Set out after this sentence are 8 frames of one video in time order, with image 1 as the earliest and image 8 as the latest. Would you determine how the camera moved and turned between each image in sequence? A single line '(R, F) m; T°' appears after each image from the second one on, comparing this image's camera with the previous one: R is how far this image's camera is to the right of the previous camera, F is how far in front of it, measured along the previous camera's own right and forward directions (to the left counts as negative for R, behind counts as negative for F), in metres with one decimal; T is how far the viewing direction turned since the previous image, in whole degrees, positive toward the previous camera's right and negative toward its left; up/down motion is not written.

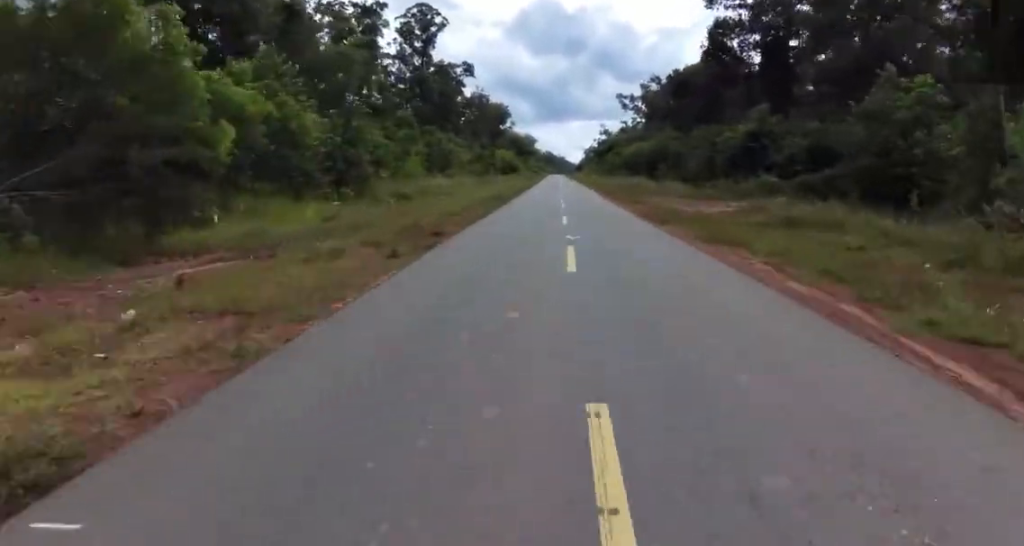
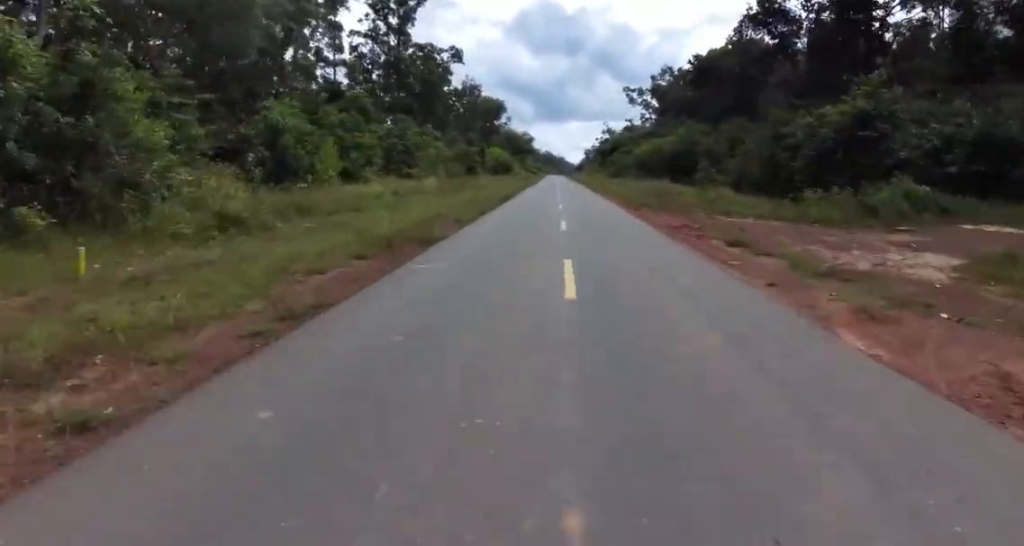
(-0.2, +18.9) m; -1°
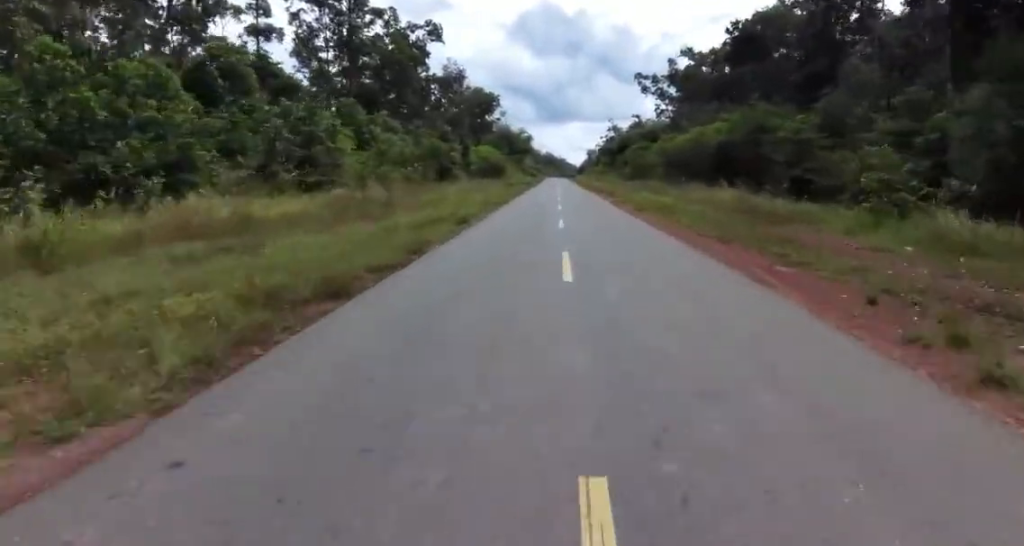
(0.0, +23.5) m; 0°
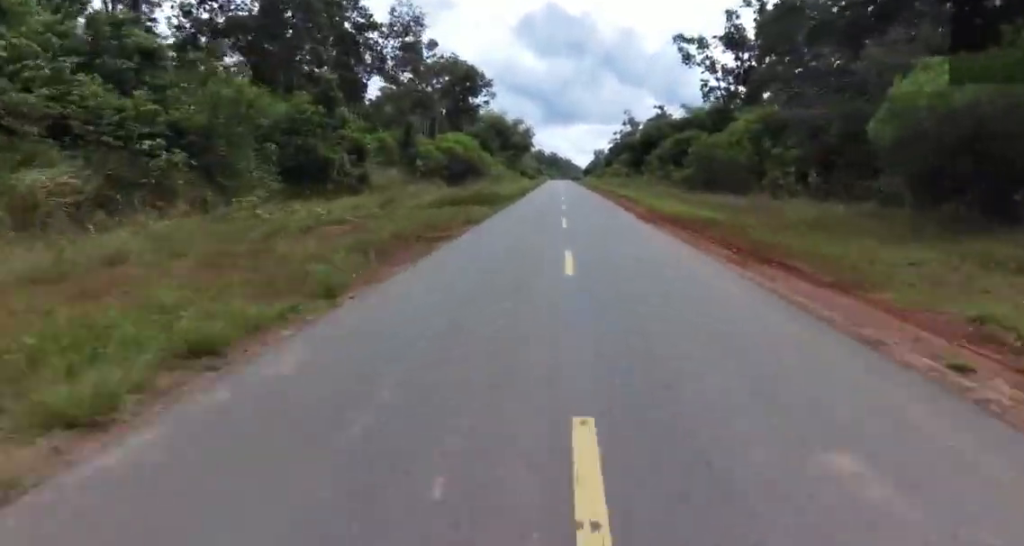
(-1.0, +41.6) m; -2°
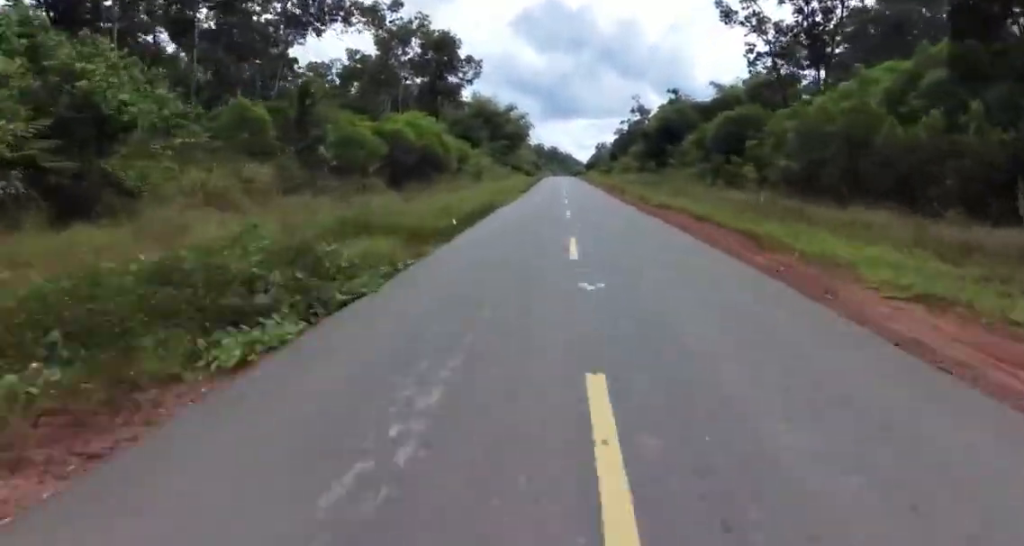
(-0.1, +23.7) m; +1°
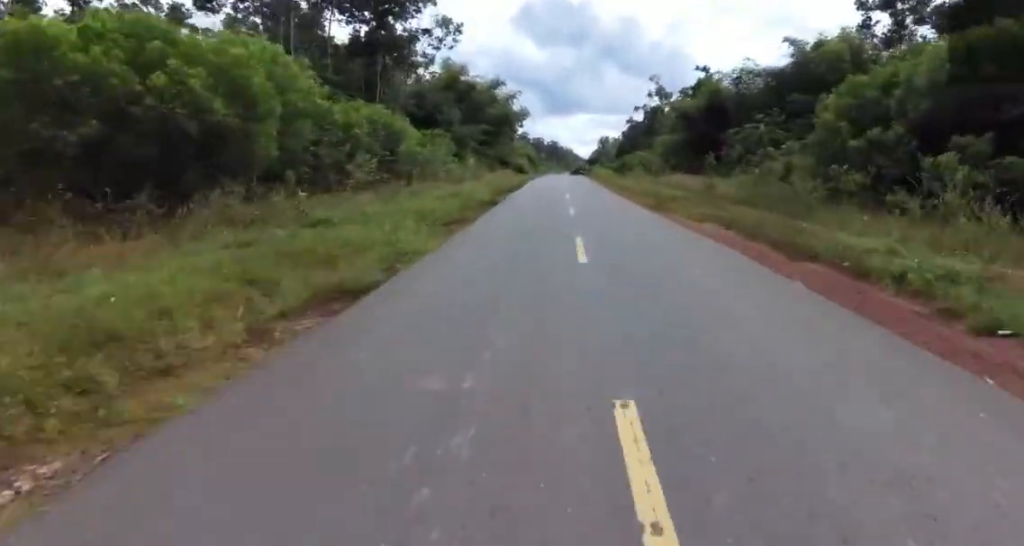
(+1.1, +34.5) m; +1°
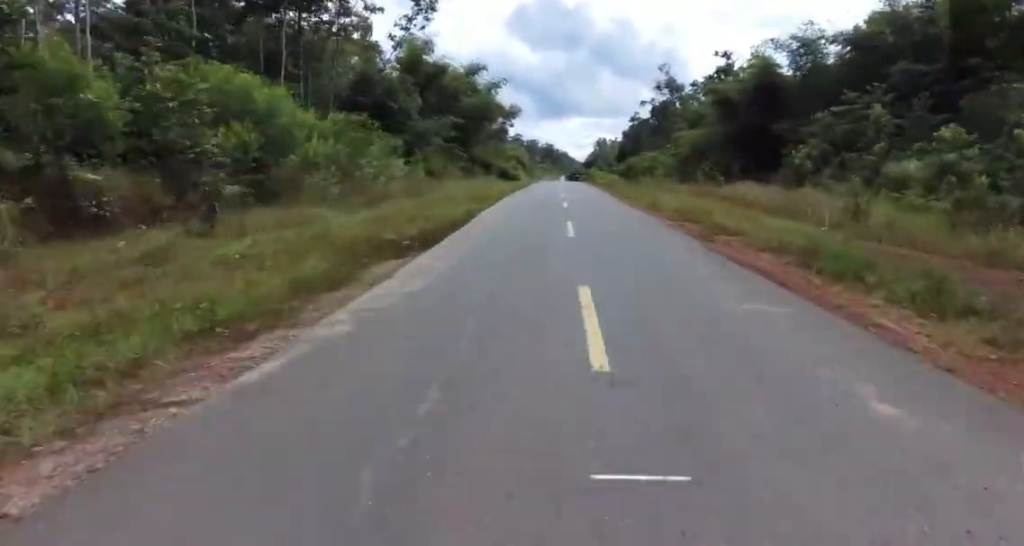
(-0.3, +21.0) m; 0°
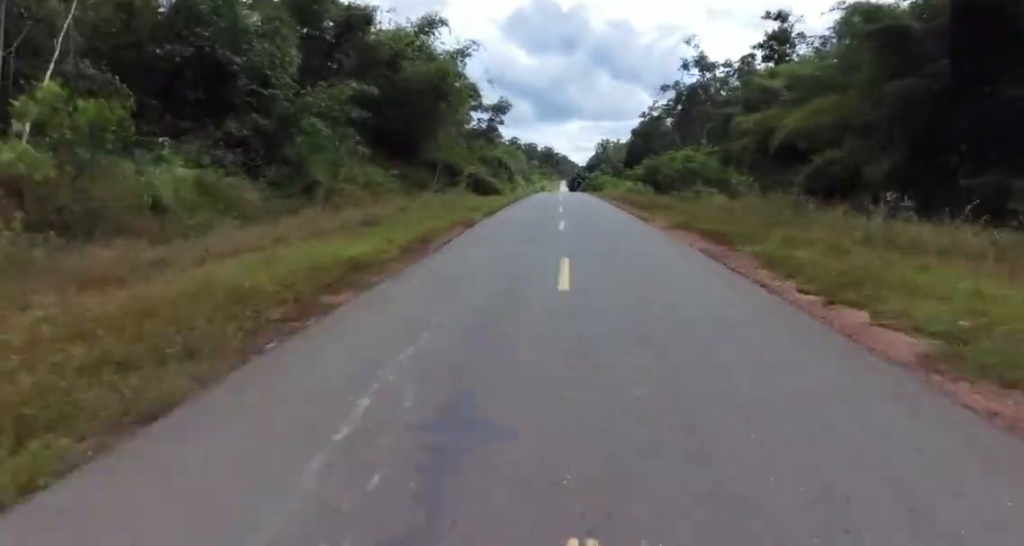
(+0.2, +29.2) m; +3°
